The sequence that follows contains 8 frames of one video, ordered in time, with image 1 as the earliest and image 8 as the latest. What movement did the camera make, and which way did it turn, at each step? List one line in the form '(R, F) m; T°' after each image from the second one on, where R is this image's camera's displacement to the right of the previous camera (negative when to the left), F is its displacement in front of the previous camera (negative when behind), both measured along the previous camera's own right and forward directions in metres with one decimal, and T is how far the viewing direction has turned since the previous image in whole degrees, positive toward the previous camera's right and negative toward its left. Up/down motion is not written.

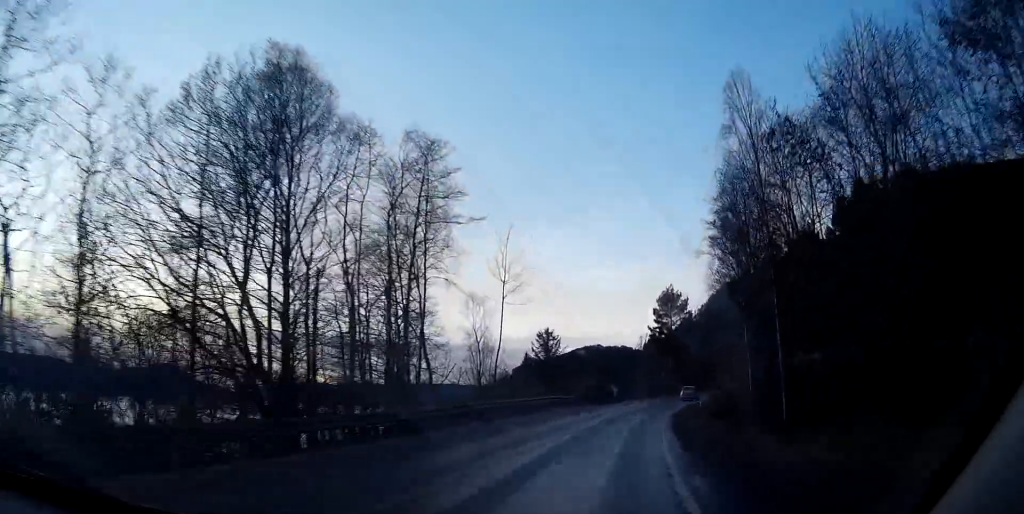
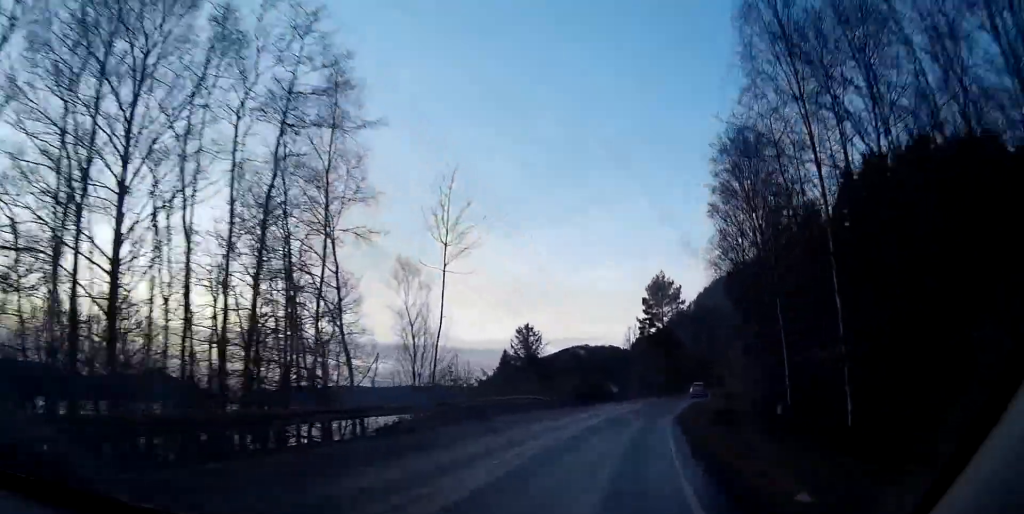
(+1.7, +11.0) m; +5°
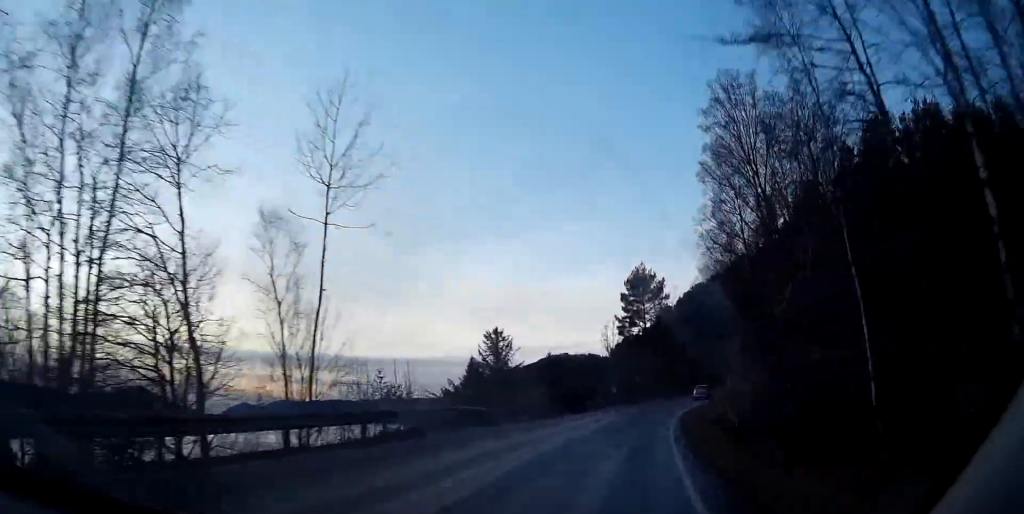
(+0.9, +11.1) m; +4°
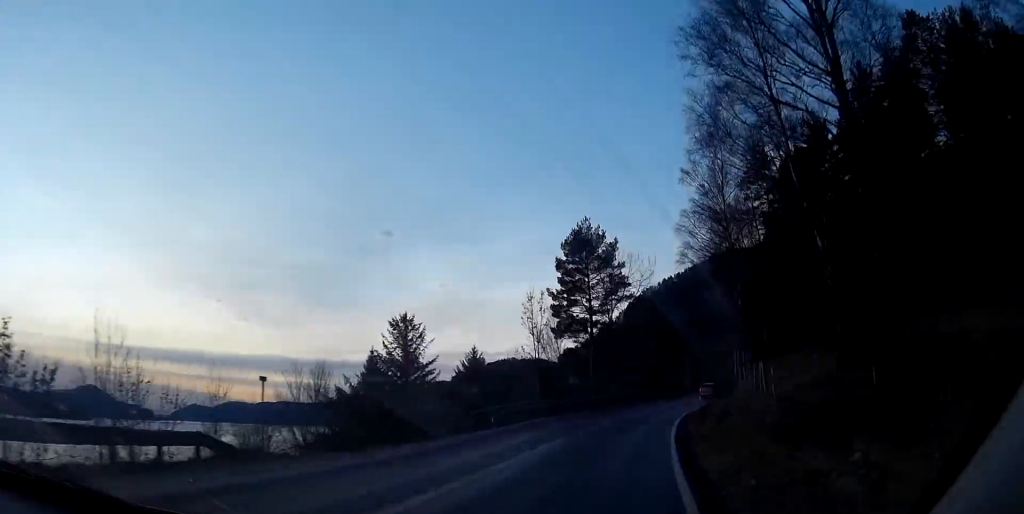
(+0.2, +25.9) m; +3°
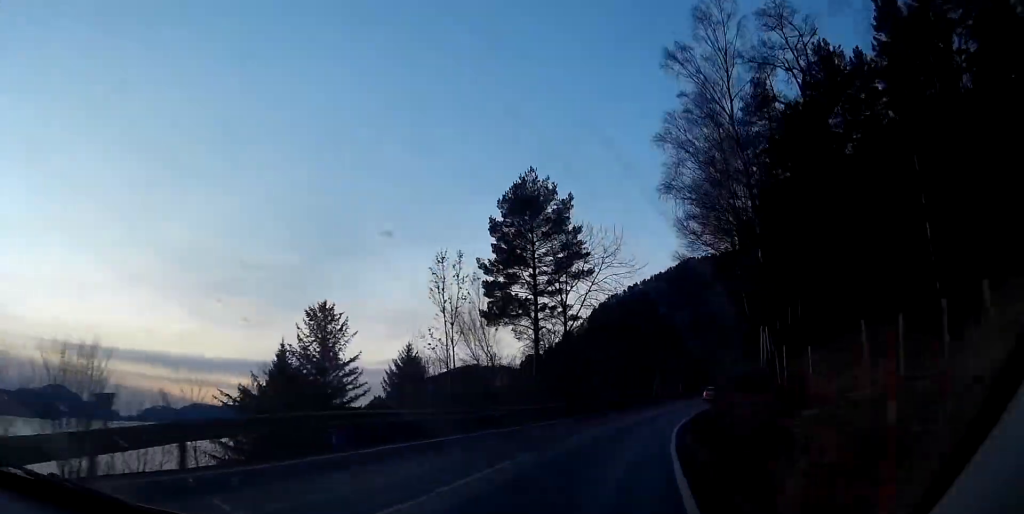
(+0.3, +17.0) m; +3°
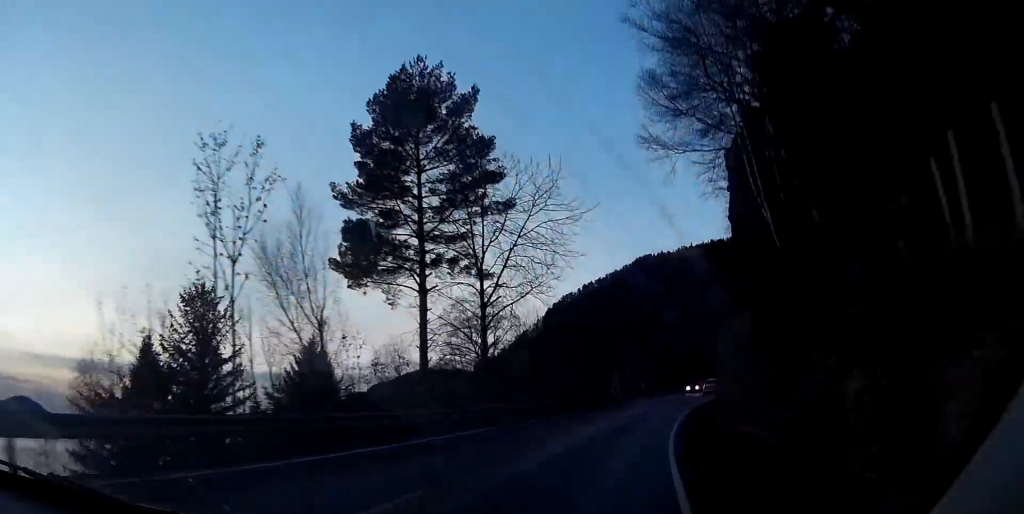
(+0.7, +18.9) m; +2°
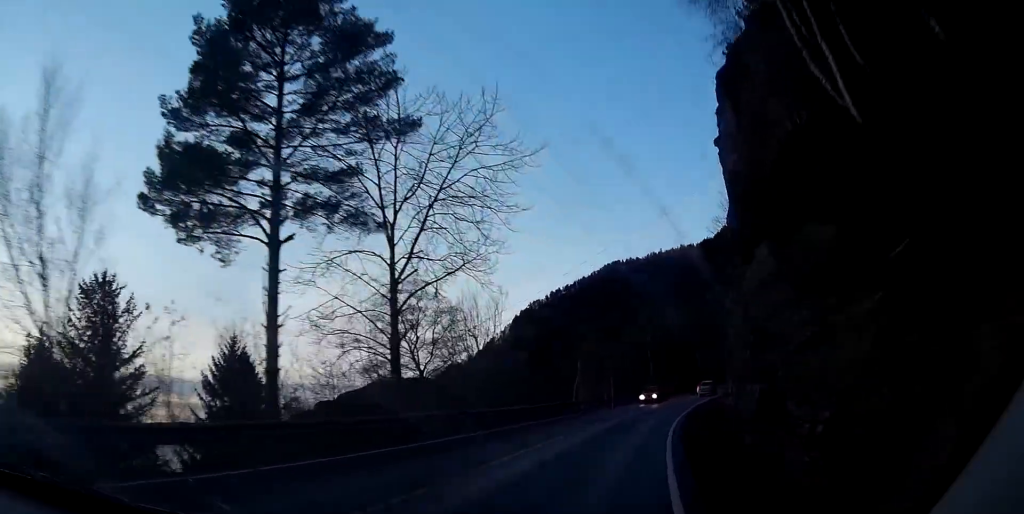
(0.0, +11.8) m; 0°
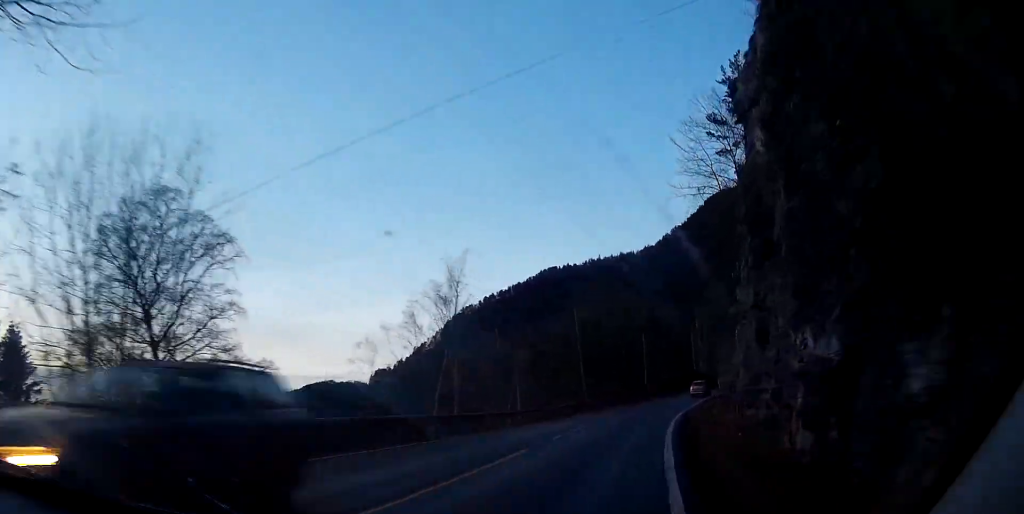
(-0.4, +29.0) m; -1°
